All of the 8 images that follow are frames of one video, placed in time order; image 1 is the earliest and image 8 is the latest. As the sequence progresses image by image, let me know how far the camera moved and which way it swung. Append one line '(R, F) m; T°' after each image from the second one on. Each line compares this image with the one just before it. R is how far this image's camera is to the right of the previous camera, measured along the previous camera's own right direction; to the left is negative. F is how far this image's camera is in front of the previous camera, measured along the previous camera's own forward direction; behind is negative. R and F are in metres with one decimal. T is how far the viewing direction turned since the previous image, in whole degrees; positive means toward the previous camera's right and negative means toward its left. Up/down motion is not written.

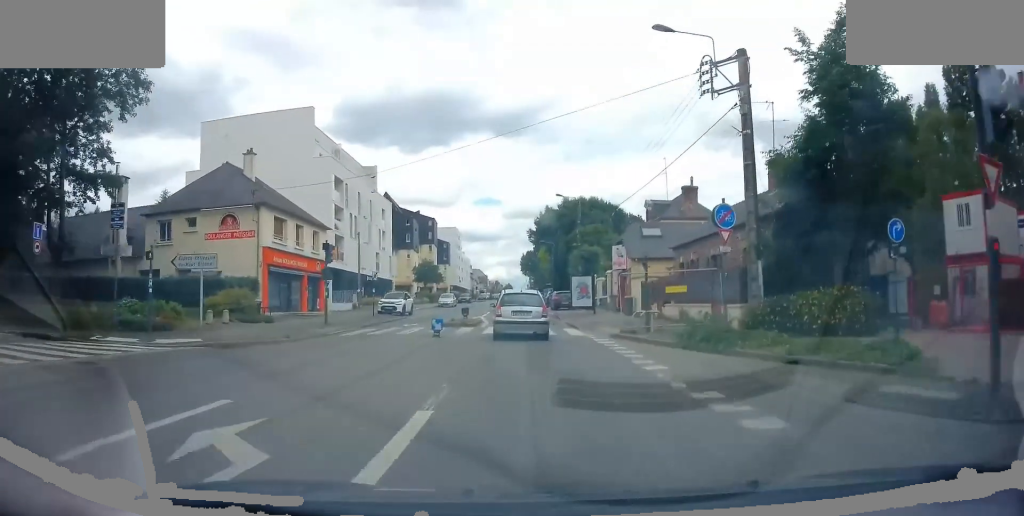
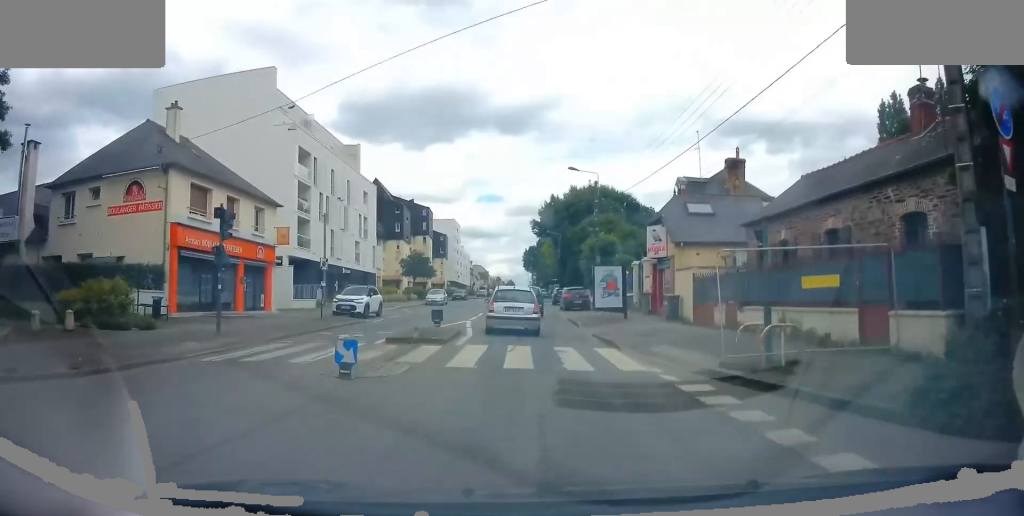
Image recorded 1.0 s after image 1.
(+0.1, +9.7) m; 0°
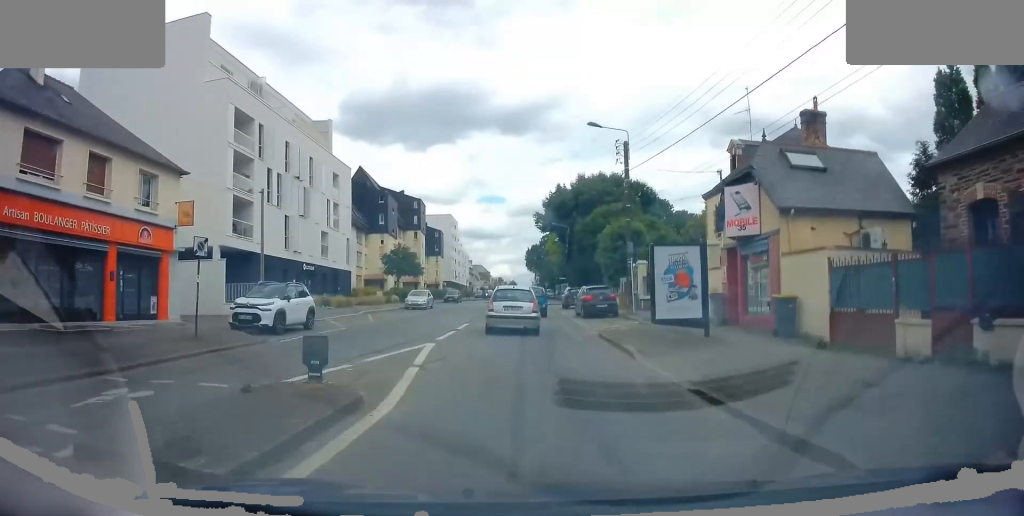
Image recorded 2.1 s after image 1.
(0.0, +10.6) m; -1°
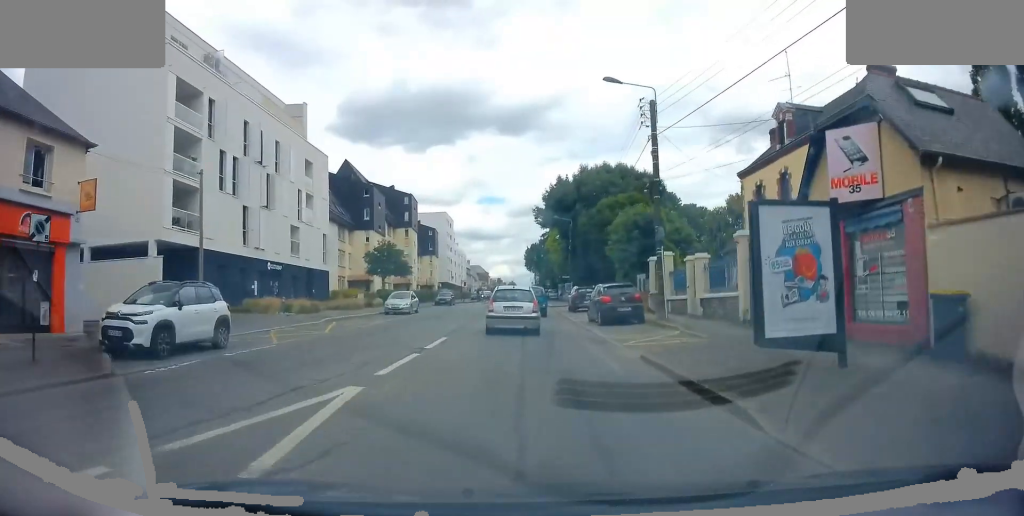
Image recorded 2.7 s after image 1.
(0.0, +6.7) m; -1°
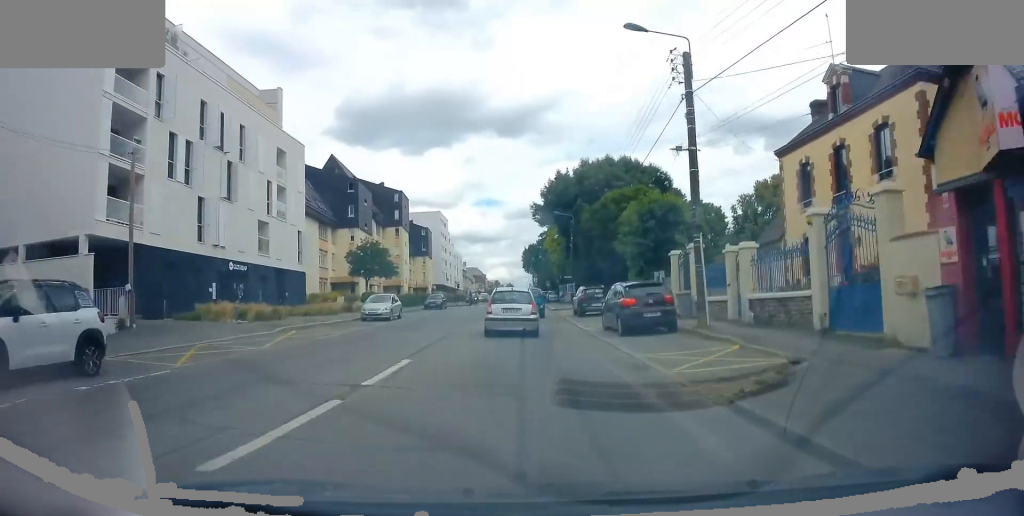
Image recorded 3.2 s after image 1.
(-0.1, +4.8) m; 0°
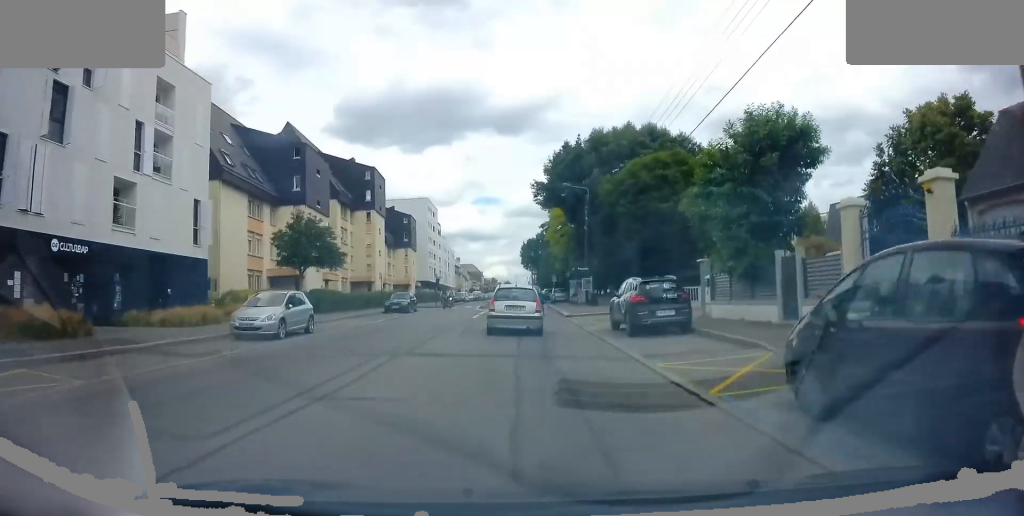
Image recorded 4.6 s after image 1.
(0.0, +14.8) m; +1°
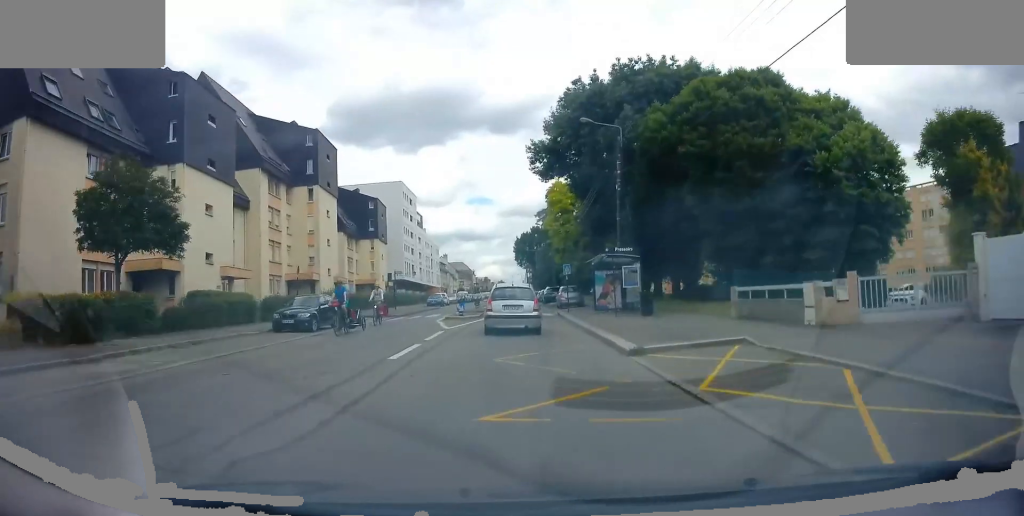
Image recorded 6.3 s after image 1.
(+0.2, +18.1) m; 0°
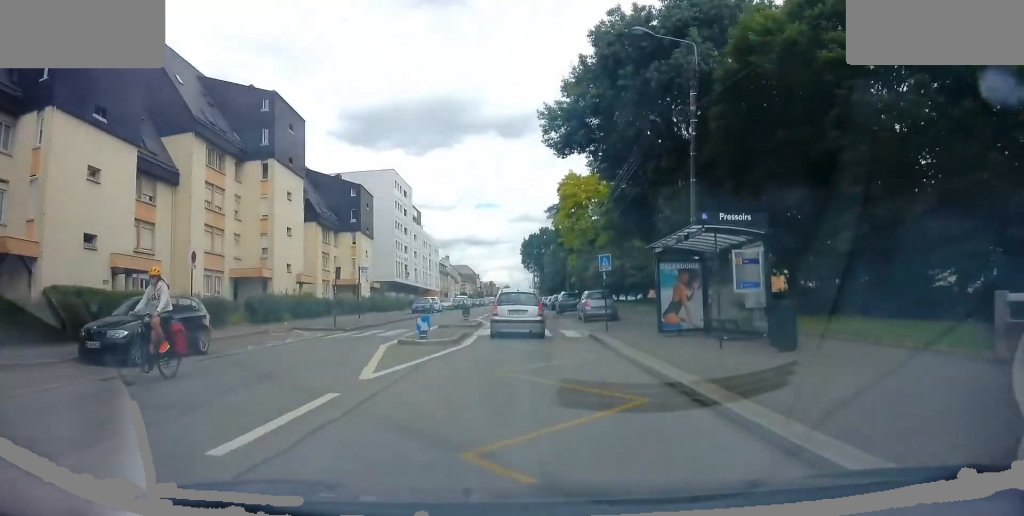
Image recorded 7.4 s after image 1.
(-0.1, +11.3) m; +1°
